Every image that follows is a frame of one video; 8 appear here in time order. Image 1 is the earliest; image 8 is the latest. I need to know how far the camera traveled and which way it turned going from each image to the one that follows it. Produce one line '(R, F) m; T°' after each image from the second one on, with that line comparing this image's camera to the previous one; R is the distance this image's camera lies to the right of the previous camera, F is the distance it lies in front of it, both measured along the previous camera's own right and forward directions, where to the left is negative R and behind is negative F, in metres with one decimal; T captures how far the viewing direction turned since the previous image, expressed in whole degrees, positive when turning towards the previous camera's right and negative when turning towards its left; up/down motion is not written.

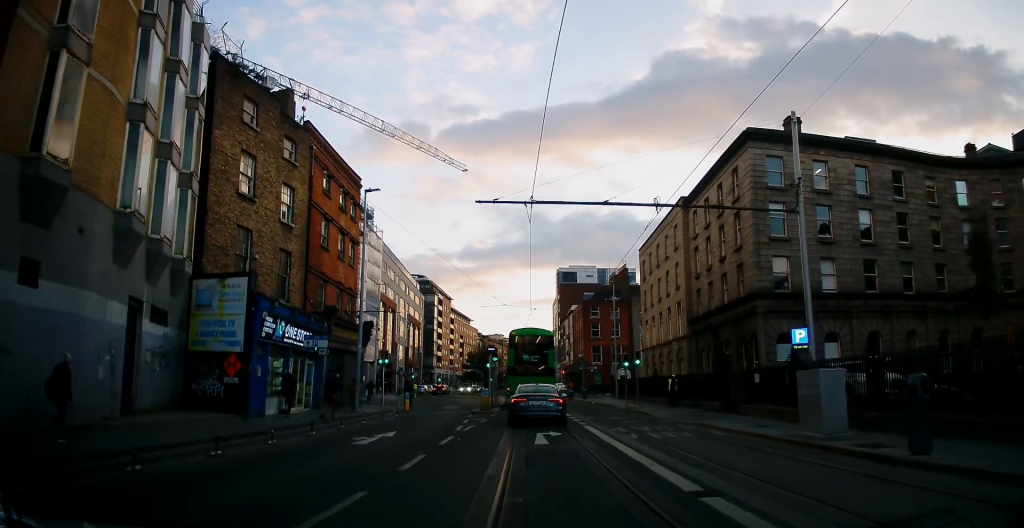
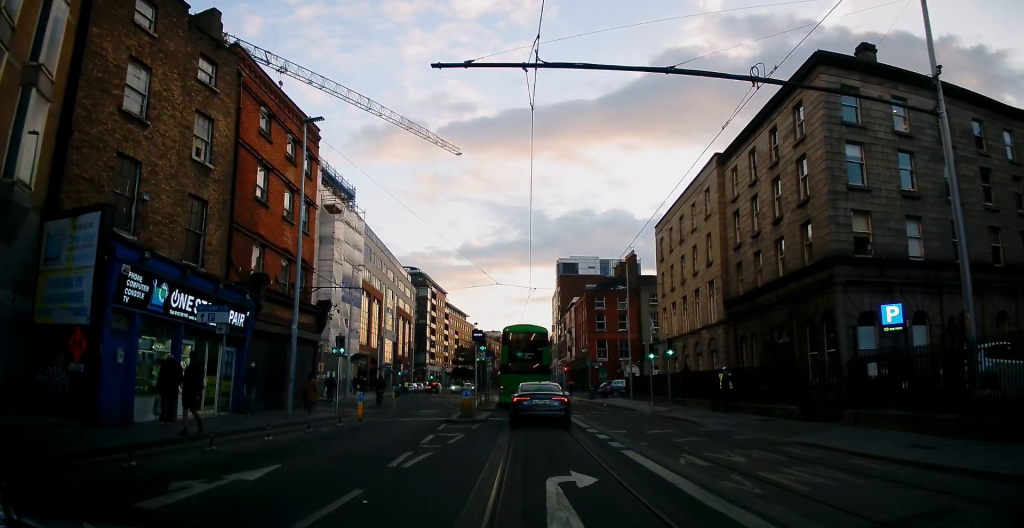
(0.0, +7.5) m; -3°
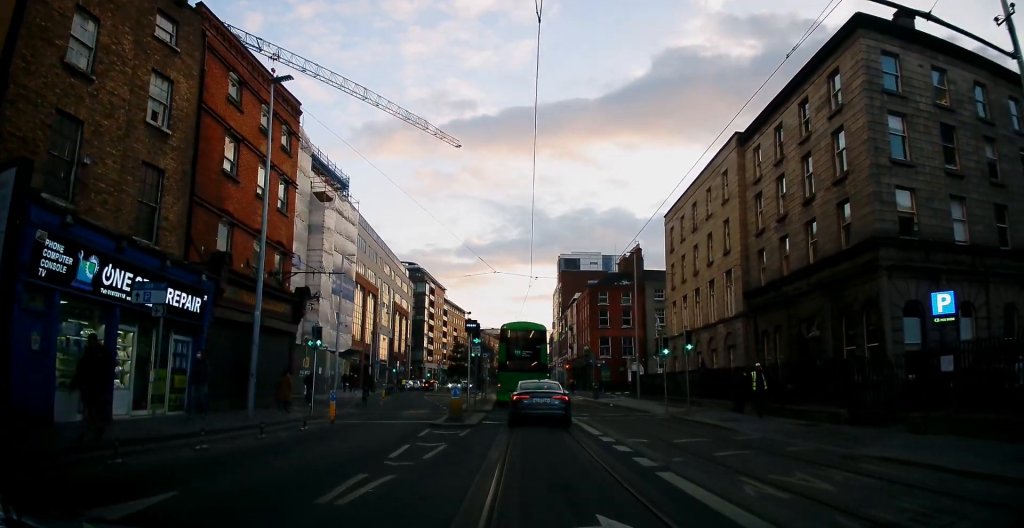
(-0.2, +3.0) m; -1°
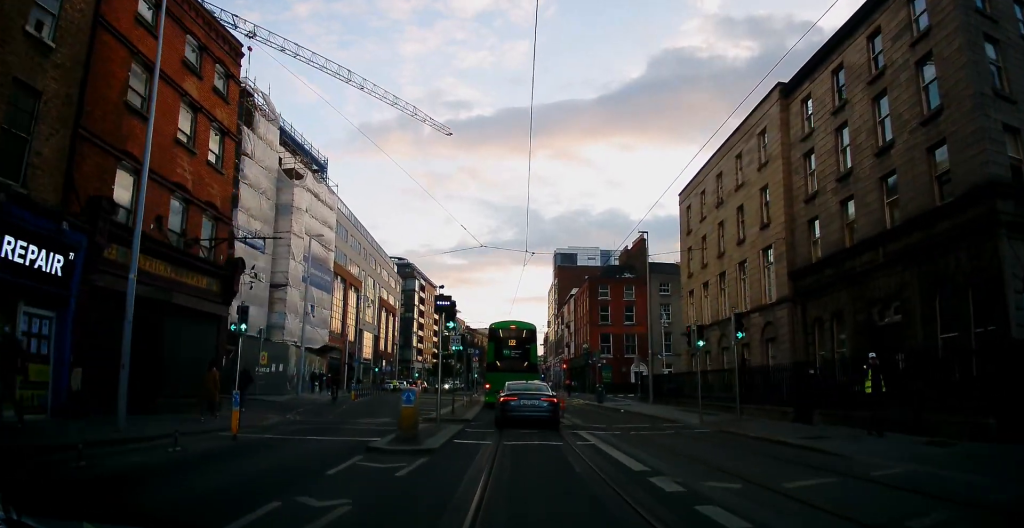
(-0.1, +6.1) m; +1°
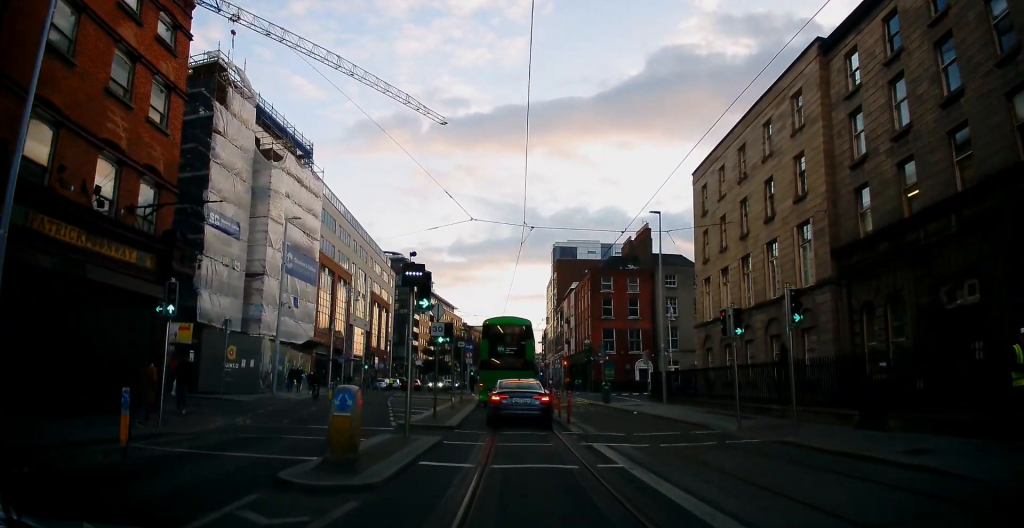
(+0.1, +4.0) m; +2°
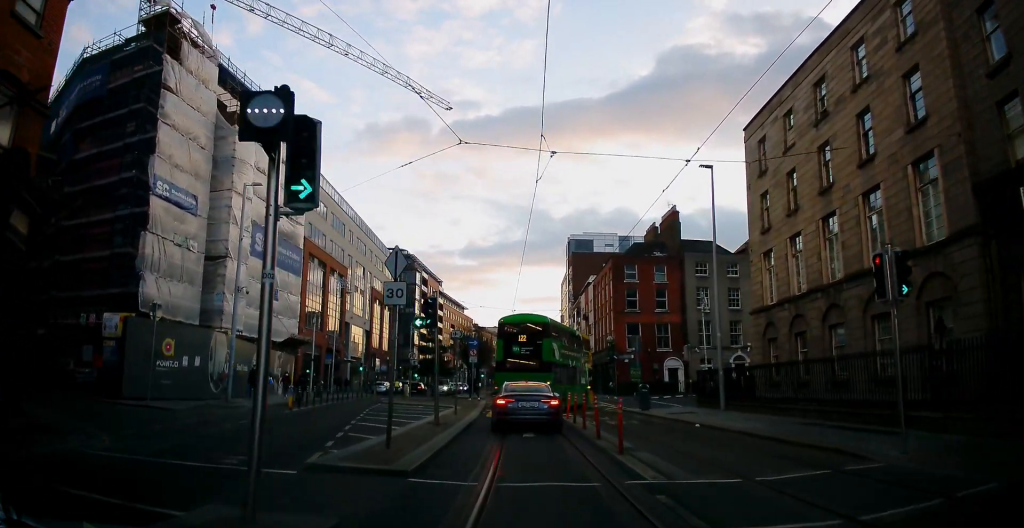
(+0.1, +7.3) m; -1°
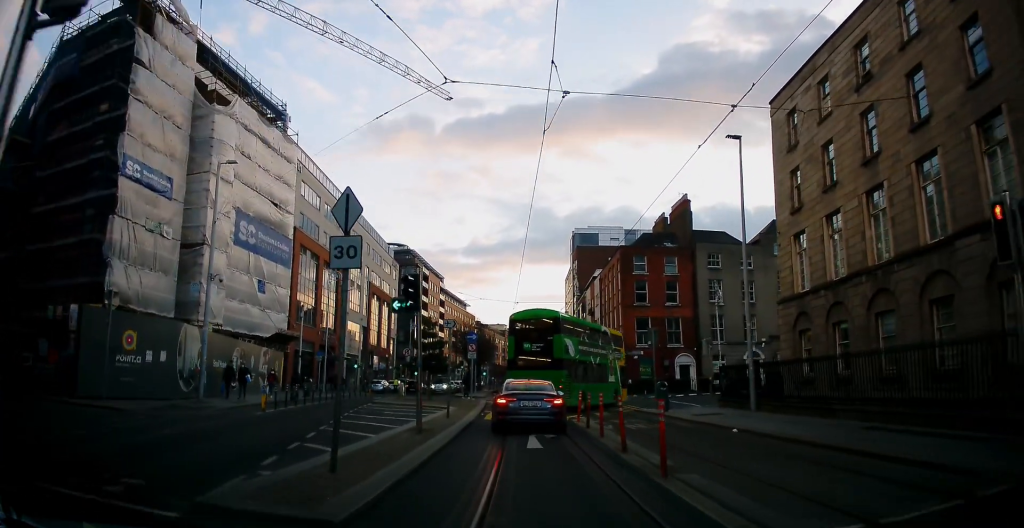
(-0.1, +2.9) m; -1°
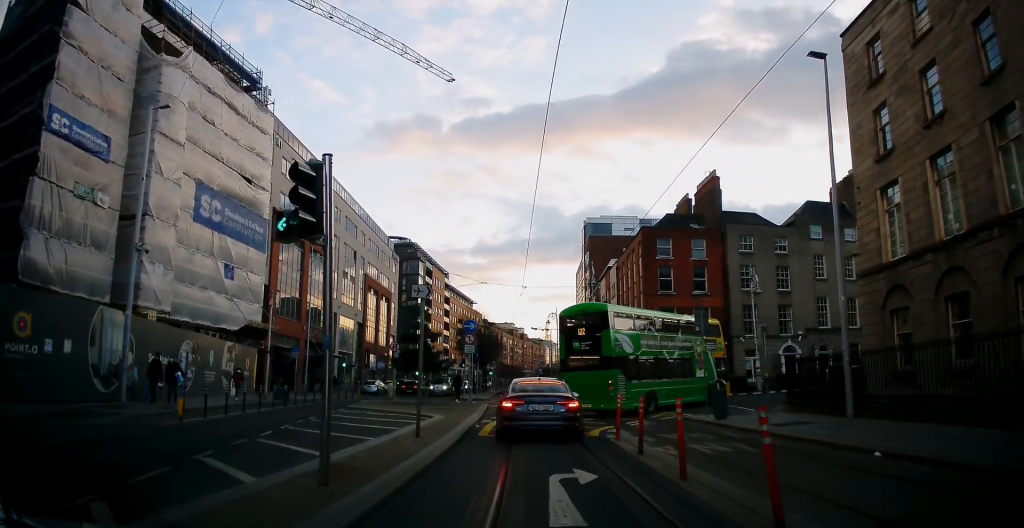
(0.0, +6.7) m; 0°
